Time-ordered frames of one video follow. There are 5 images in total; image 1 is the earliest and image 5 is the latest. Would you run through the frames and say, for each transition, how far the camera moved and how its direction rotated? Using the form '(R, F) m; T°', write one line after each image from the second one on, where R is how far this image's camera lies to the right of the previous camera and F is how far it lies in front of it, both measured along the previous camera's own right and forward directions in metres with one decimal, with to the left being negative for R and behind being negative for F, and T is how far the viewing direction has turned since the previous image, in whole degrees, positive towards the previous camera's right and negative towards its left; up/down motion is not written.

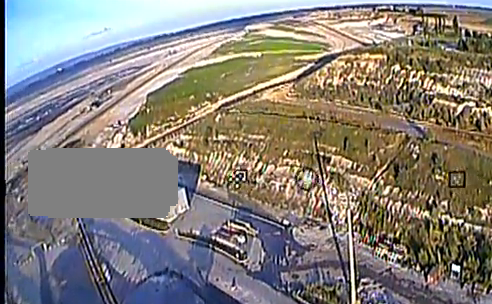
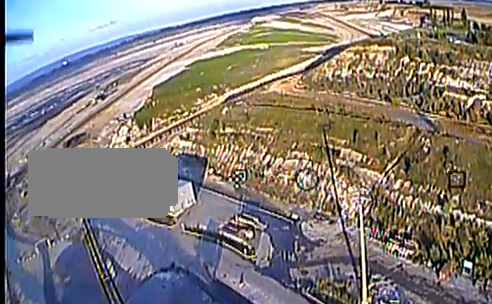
(+0.5, +4.5) m; +5°
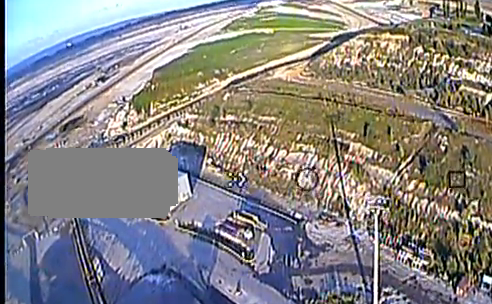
(+1.2, +16.6) m; +8°
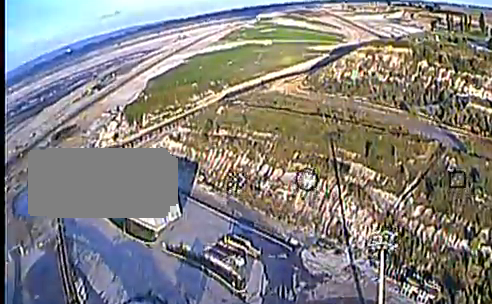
(+0.5, +13.2) m; +2°
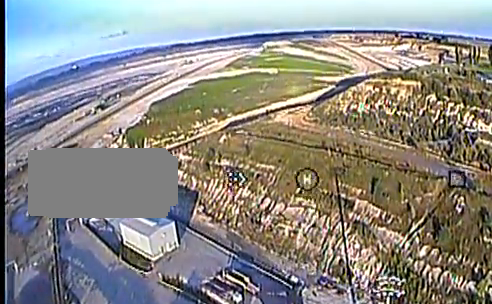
(-0.1, +6.1) m; 0°
